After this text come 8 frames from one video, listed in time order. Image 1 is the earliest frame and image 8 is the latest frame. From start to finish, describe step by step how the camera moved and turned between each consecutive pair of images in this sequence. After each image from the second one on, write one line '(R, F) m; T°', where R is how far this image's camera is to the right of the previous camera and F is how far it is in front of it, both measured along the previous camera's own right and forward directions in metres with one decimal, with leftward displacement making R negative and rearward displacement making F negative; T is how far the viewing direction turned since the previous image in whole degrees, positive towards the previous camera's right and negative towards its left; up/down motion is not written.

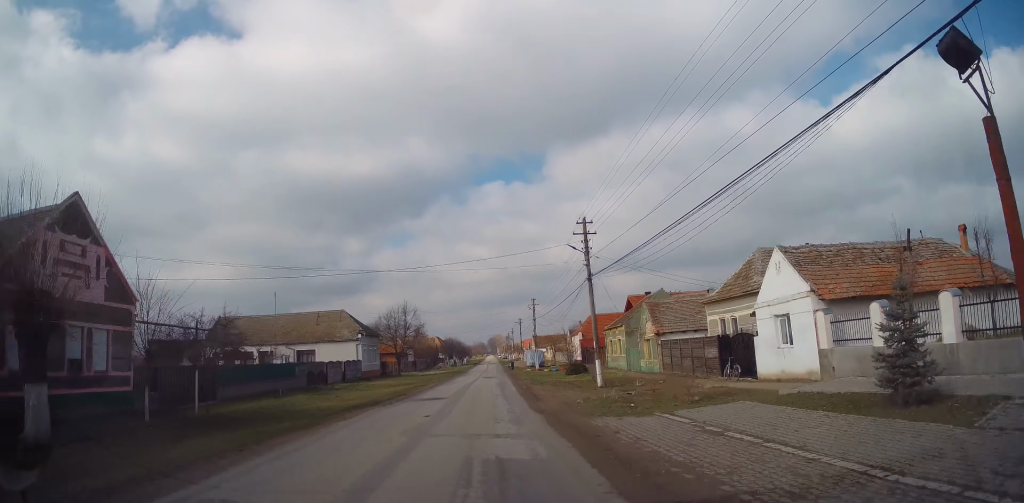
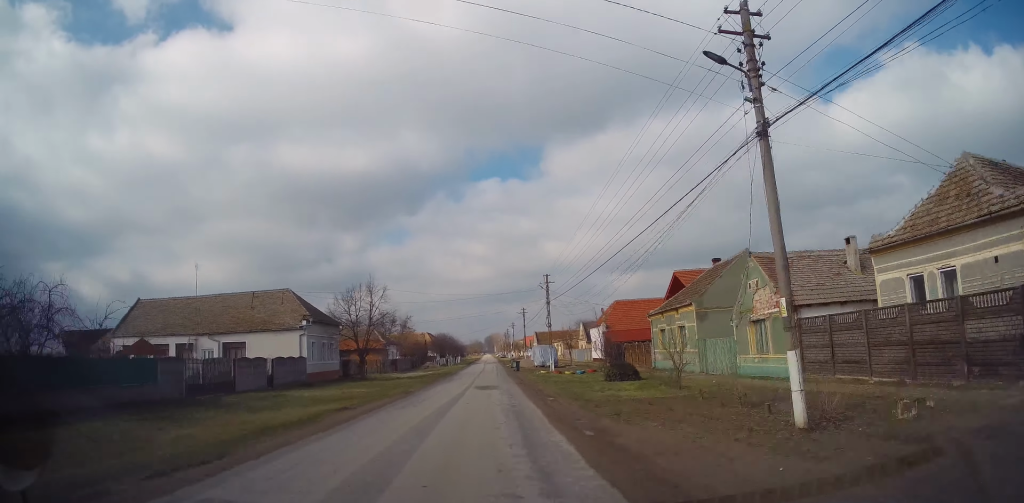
(0.0, +17.0) m; 0°
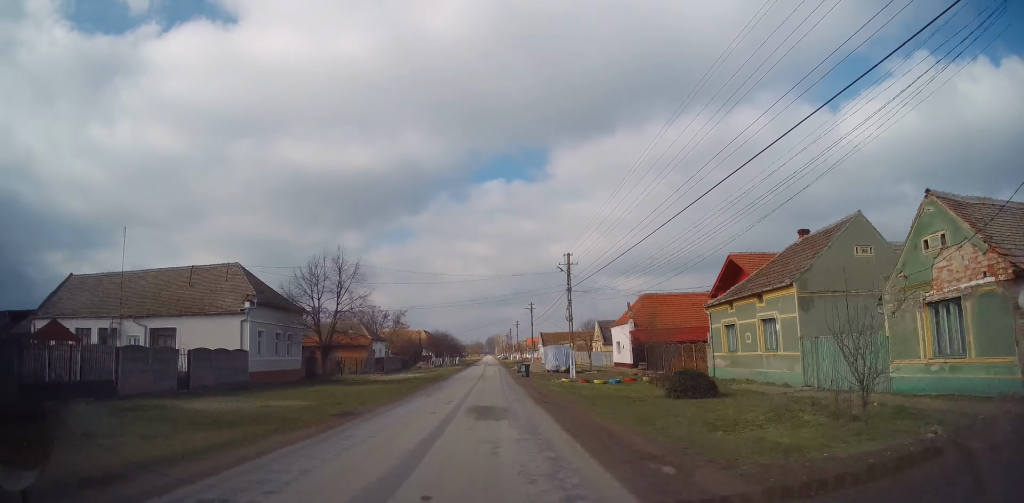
(0.0, +10.3) m; 0°
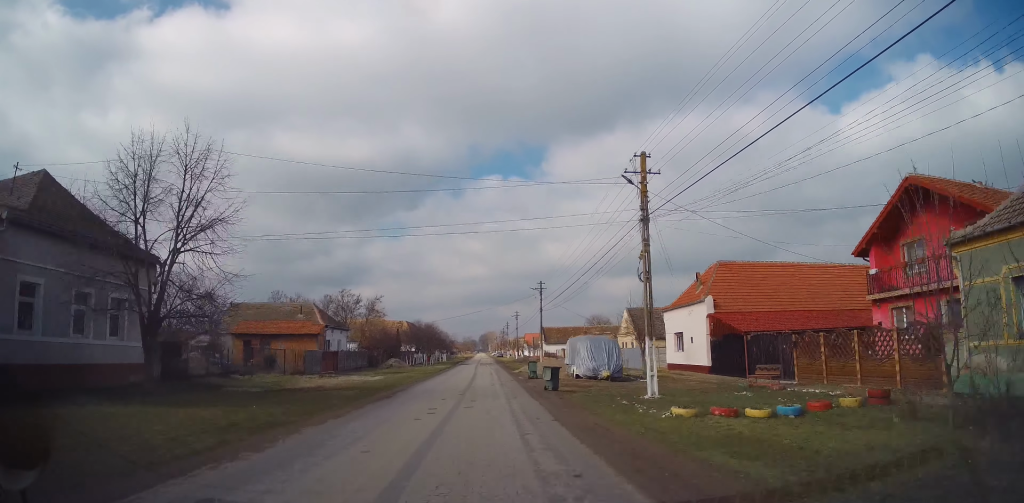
(0.0, +17.7) m; +1°
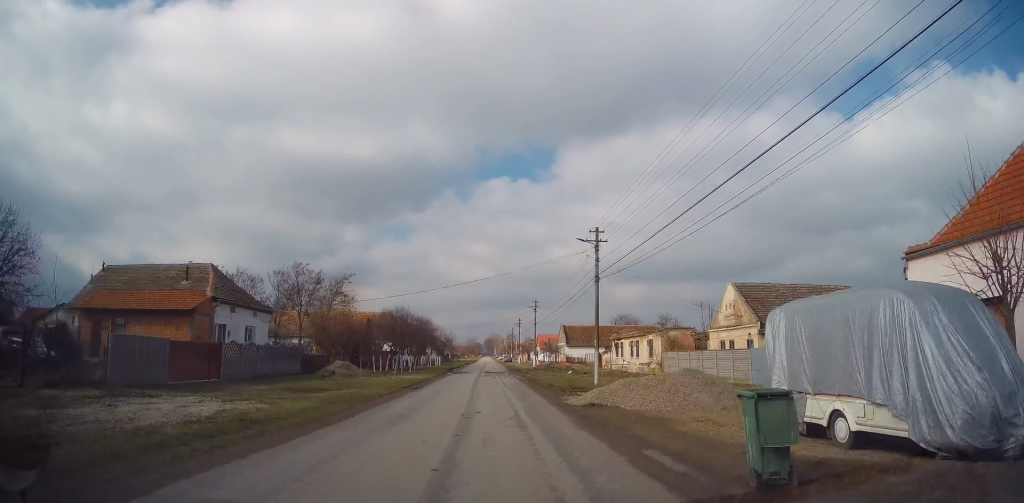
(+0.3, +22.8) m; +1°
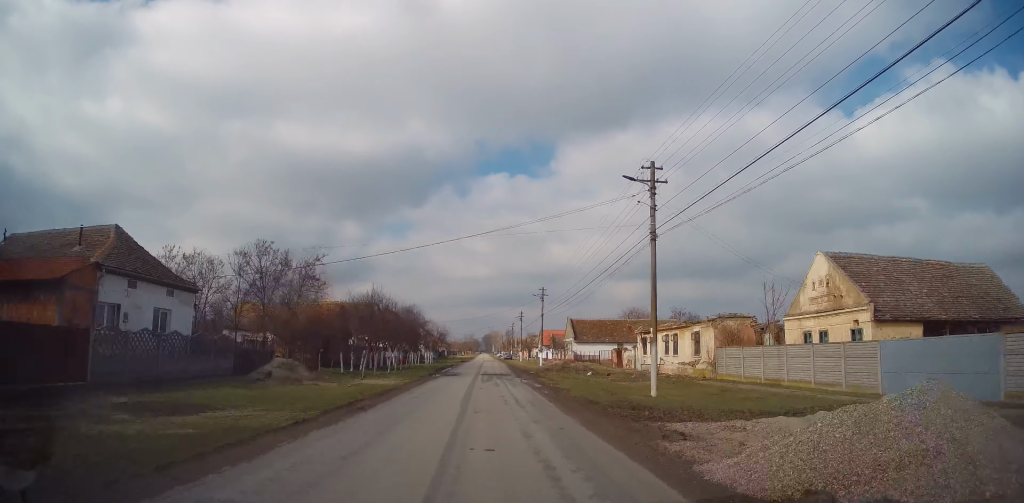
(-0.2, +9.7) m; 0°
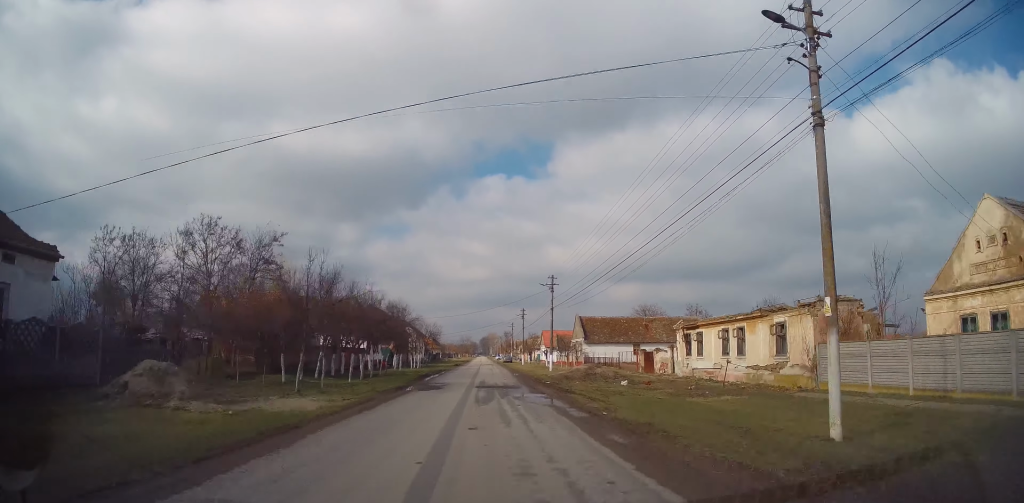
(+0.2, +9.9) m; -1°
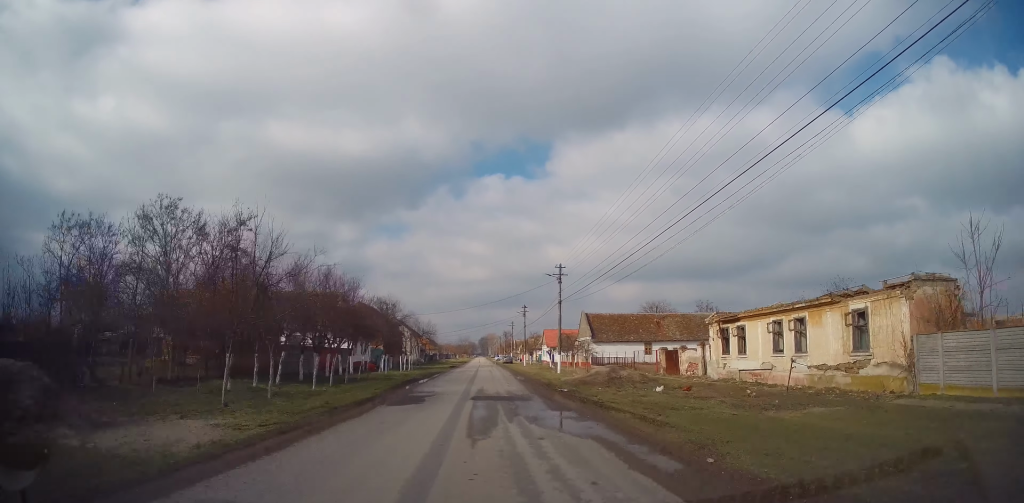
(+0.1, +5.6) m; 0°
